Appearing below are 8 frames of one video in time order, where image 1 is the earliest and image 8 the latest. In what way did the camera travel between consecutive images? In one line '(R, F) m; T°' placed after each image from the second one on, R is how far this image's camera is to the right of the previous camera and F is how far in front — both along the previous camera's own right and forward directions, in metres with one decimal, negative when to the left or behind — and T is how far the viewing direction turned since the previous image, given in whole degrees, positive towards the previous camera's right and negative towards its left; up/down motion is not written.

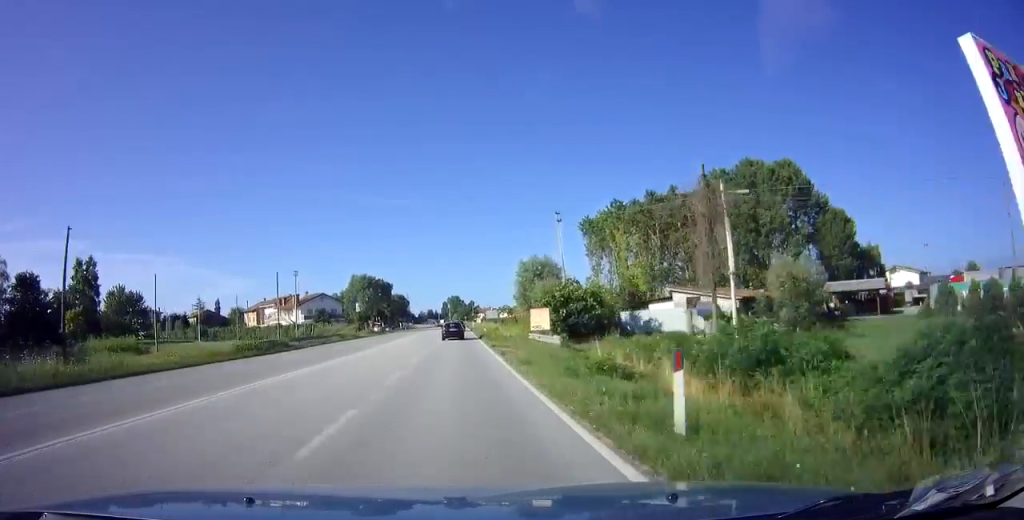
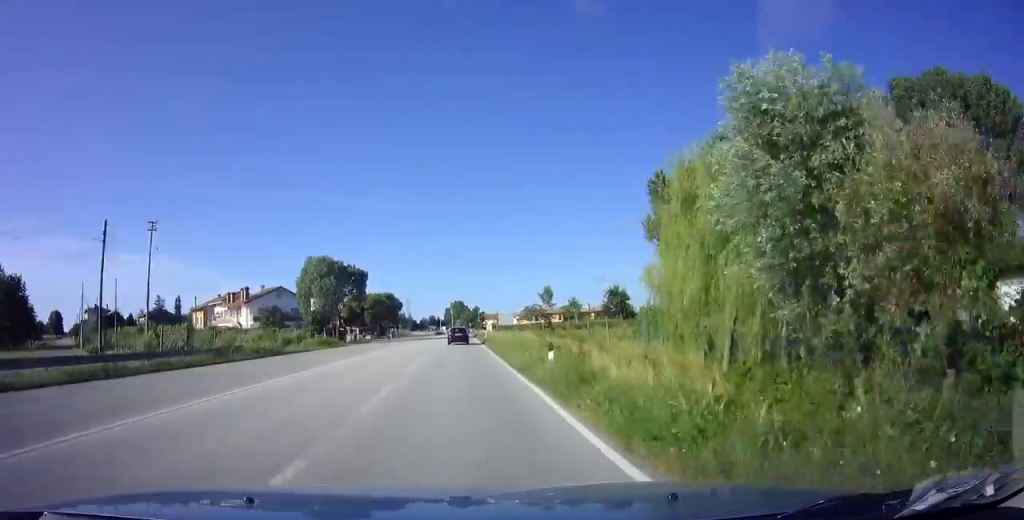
(-0.1, +31.5) m; 0°
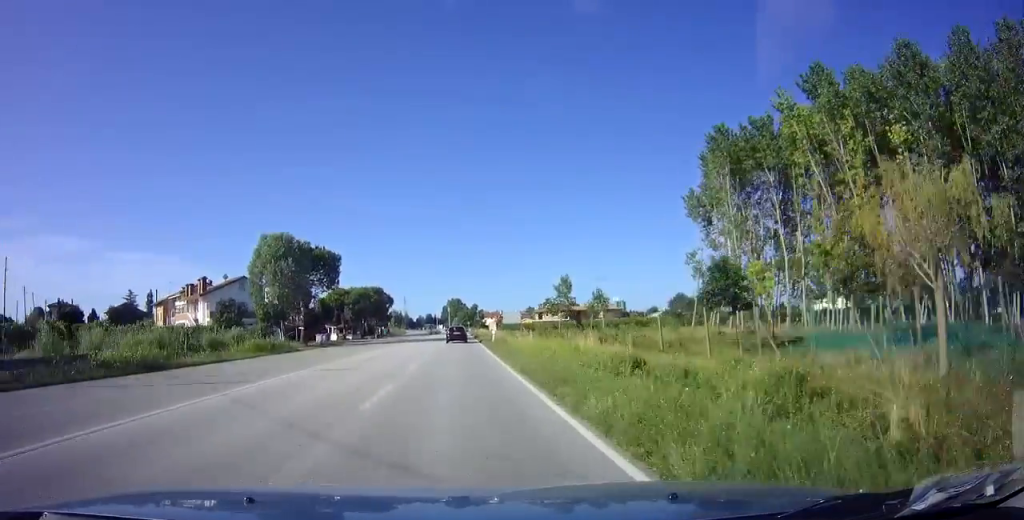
(+0.1, +15.8) m; 0°
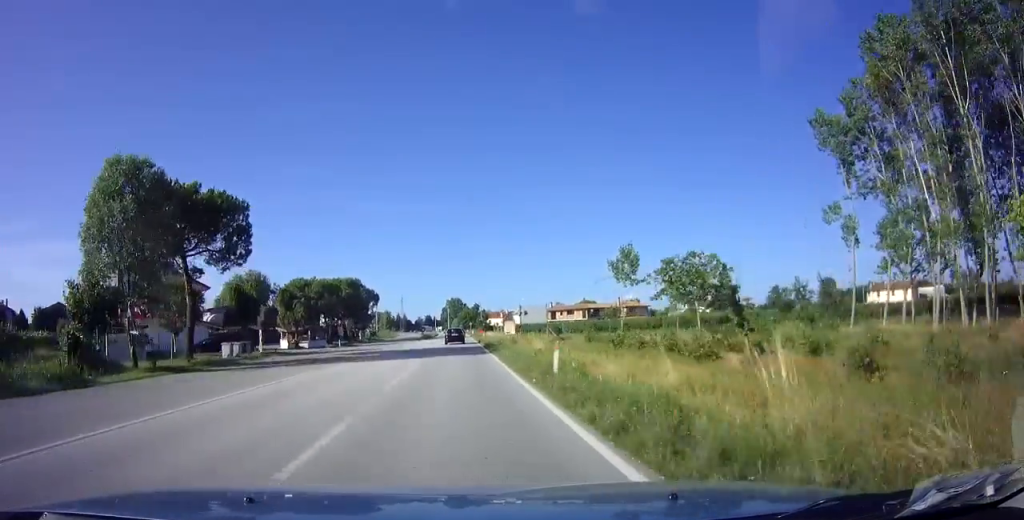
(0.0, +25.0) m; 0°
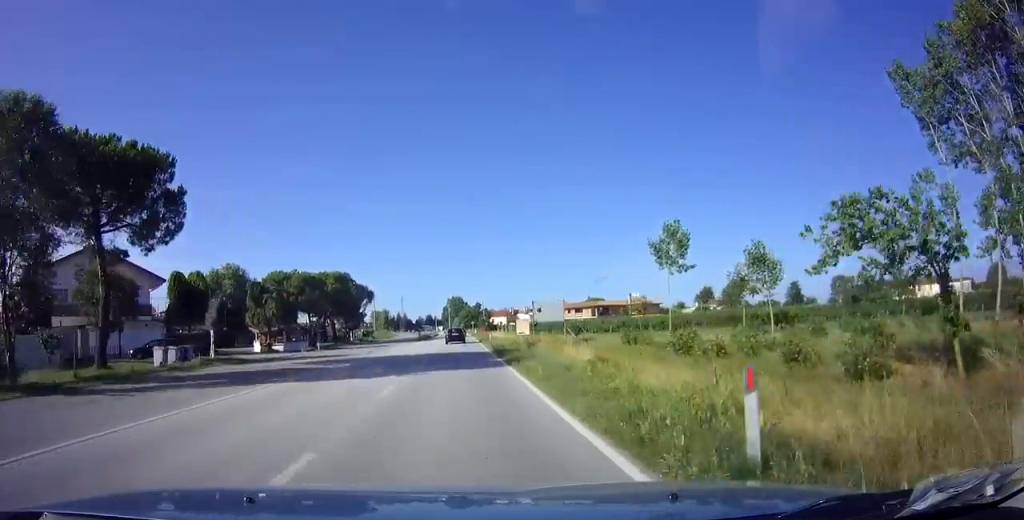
(0.0, +9.1) m; 0°
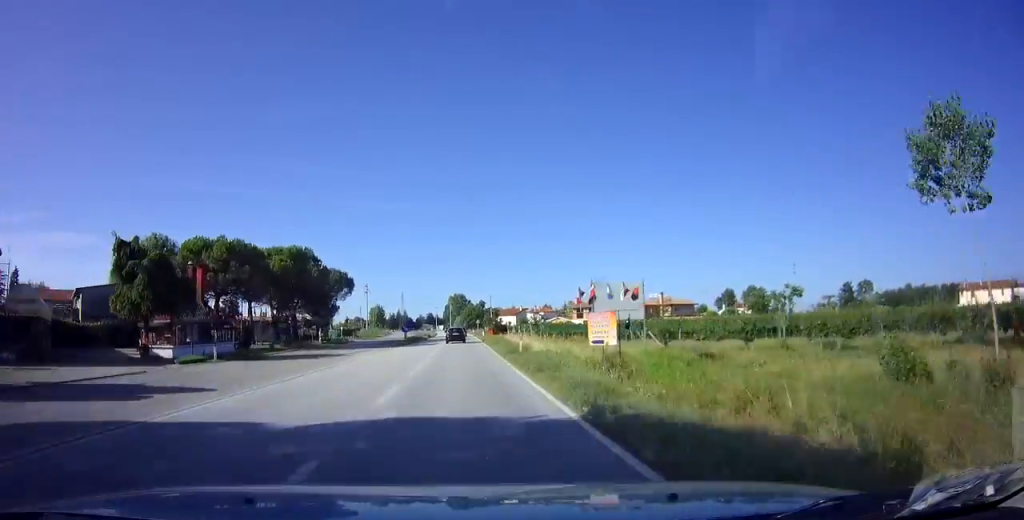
(-0.1, +21.5) m; 0°
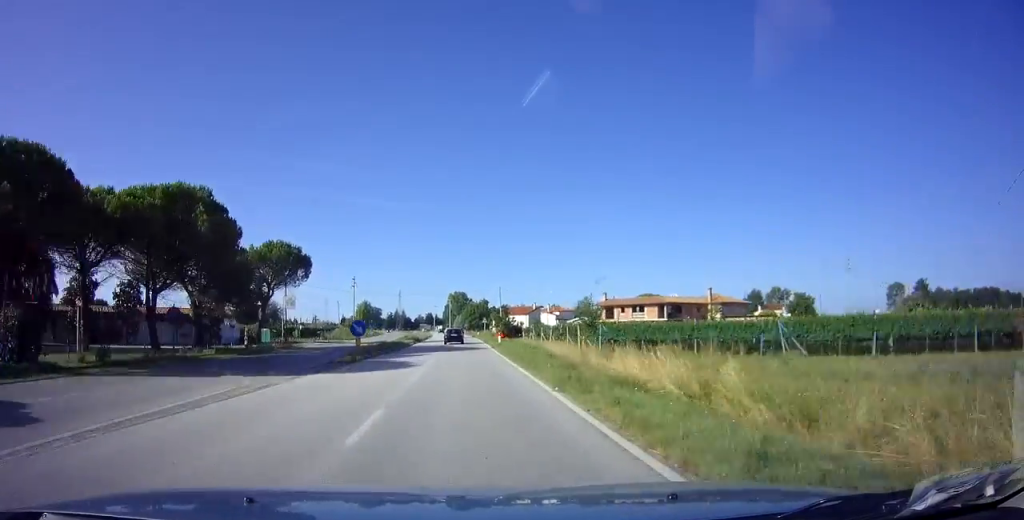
(+0.1, +25.5) m; 0°
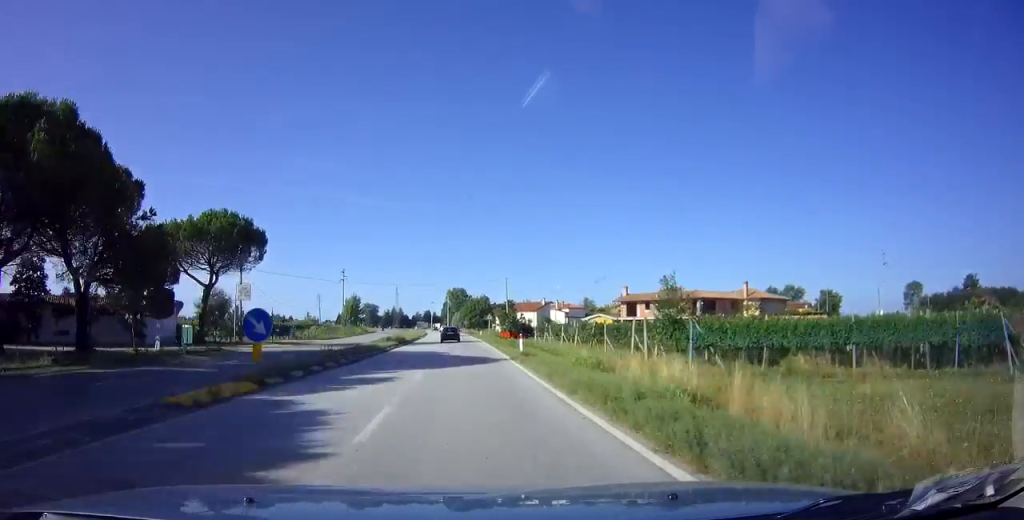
(0.0, +14.0) m; 0°
